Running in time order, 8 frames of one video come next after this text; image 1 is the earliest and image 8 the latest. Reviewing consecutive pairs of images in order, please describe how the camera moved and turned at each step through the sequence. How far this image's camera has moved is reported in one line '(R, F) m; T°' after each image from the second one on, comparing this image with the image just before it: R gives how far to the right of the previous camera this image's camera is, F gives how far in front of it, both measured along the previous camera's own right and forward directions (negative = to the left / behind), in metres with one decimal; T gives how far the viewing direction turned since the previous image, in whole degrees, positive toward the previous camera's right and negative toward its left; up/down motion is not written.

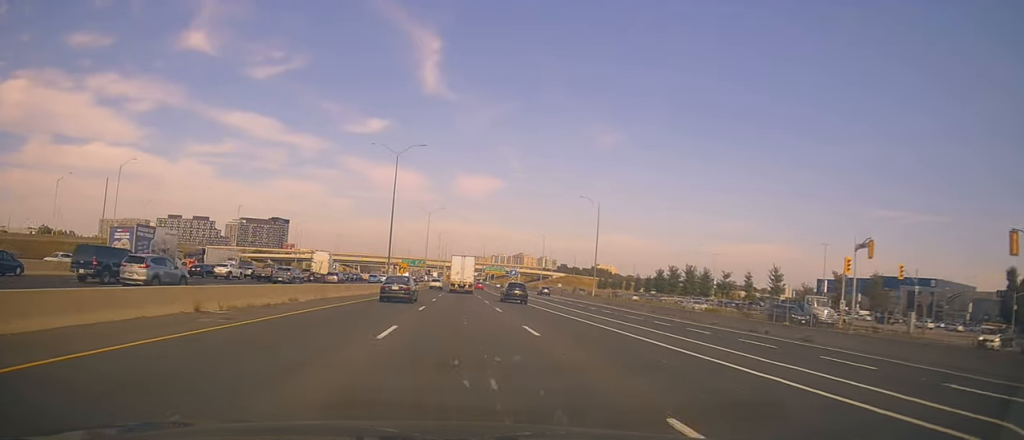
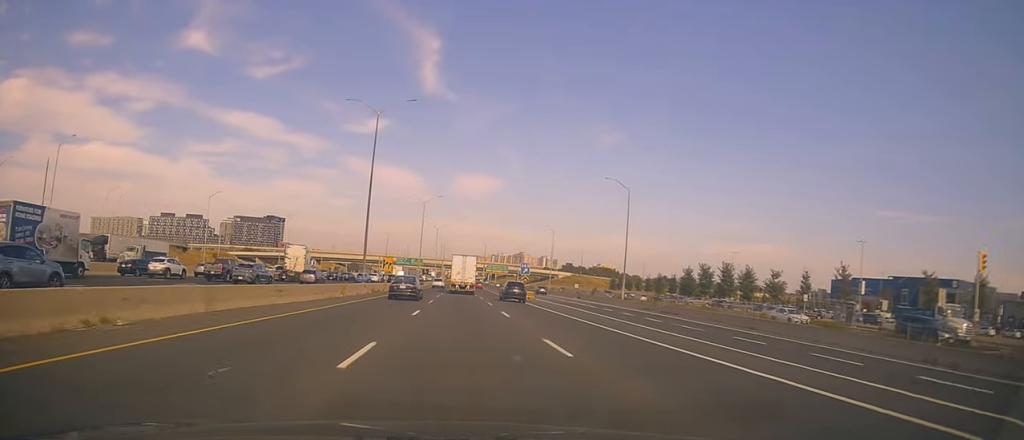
(+0.1, +16.1) m; +2°
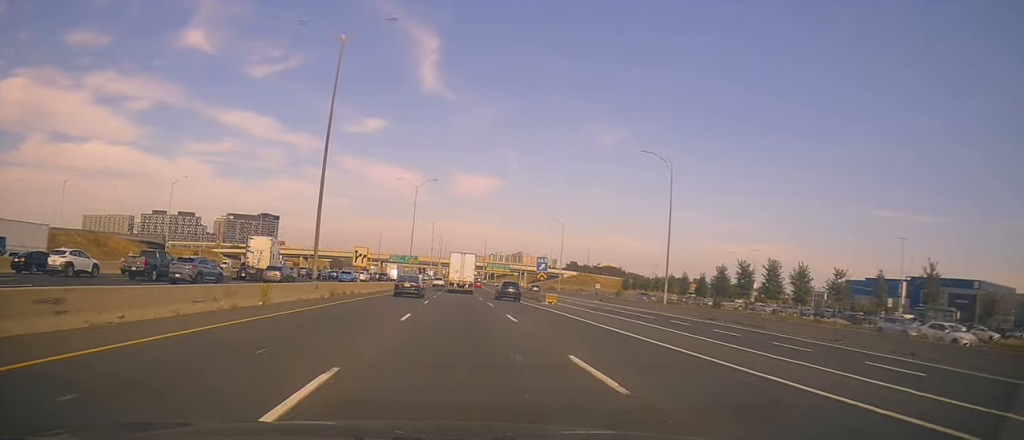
(+0.4, +15.7) m; 0°
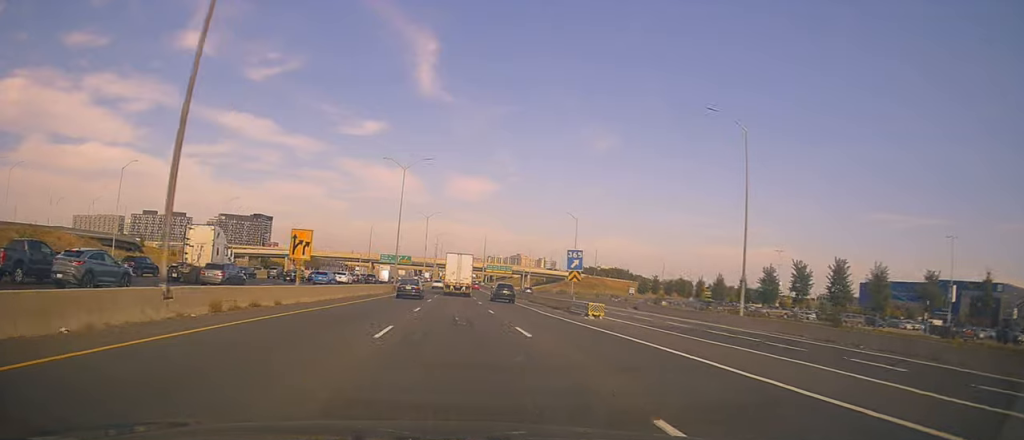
(+0.1, +16.6) m; 0°
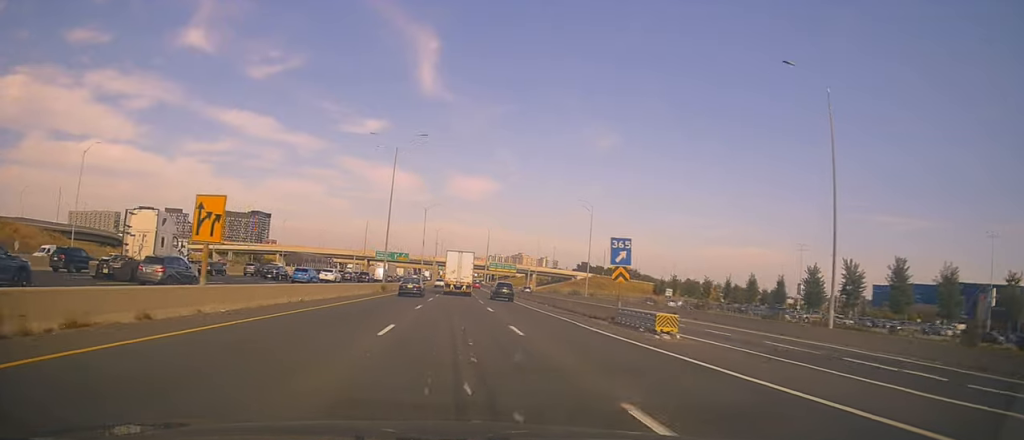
(-0.2, +11.0) m; -1°
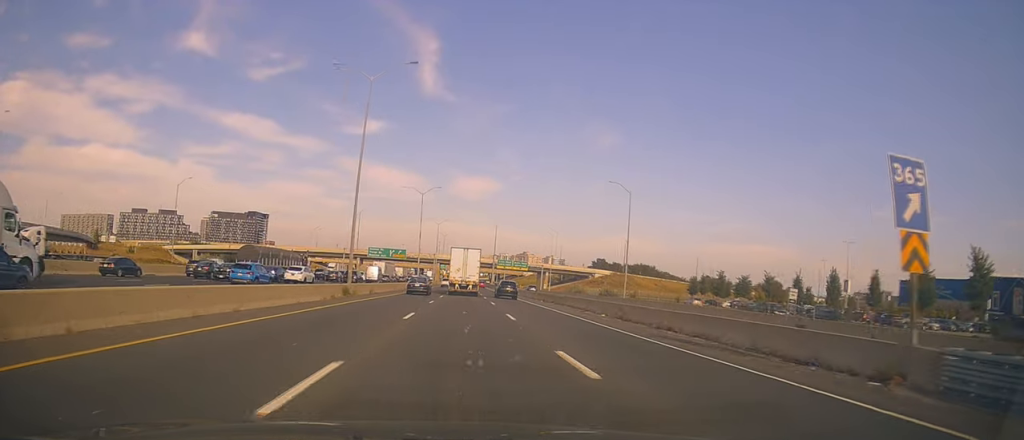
(-0.1, +20.1) m; +1°
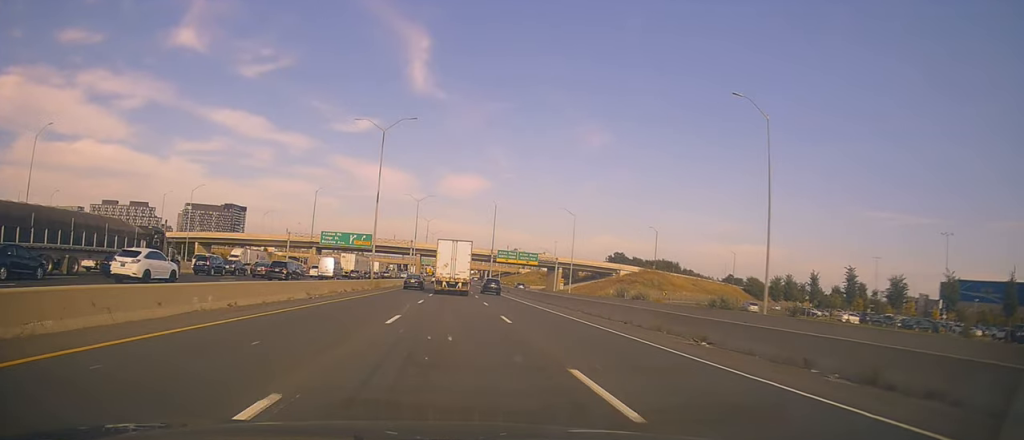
(+0.6, +40.3) m; 0°
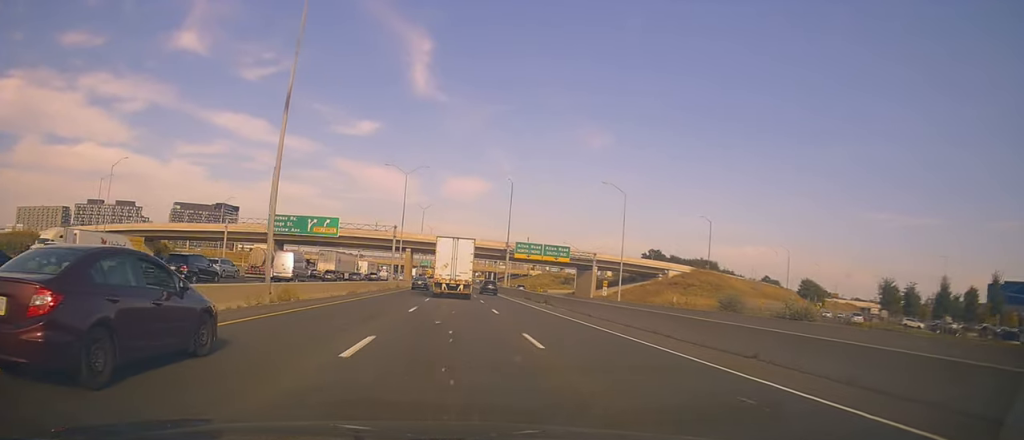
(-0.5, +32.5) m; -1°
